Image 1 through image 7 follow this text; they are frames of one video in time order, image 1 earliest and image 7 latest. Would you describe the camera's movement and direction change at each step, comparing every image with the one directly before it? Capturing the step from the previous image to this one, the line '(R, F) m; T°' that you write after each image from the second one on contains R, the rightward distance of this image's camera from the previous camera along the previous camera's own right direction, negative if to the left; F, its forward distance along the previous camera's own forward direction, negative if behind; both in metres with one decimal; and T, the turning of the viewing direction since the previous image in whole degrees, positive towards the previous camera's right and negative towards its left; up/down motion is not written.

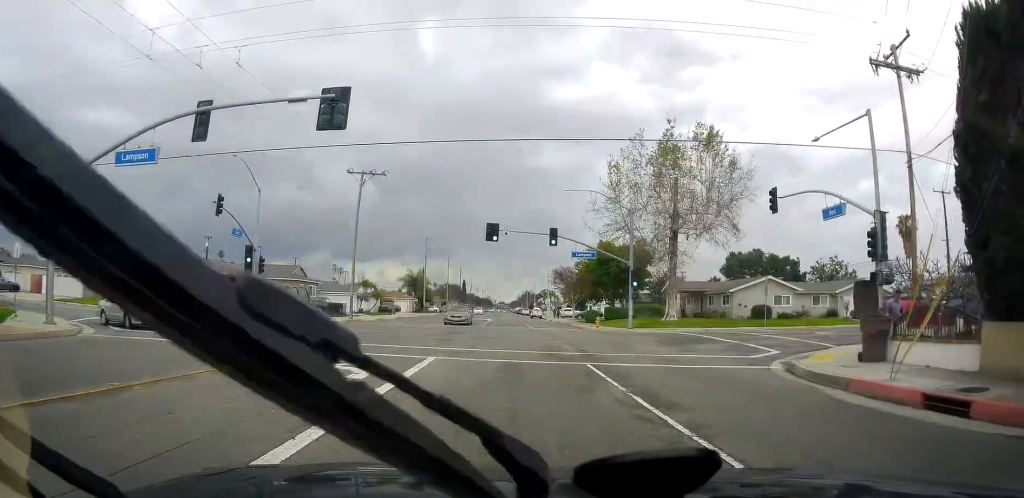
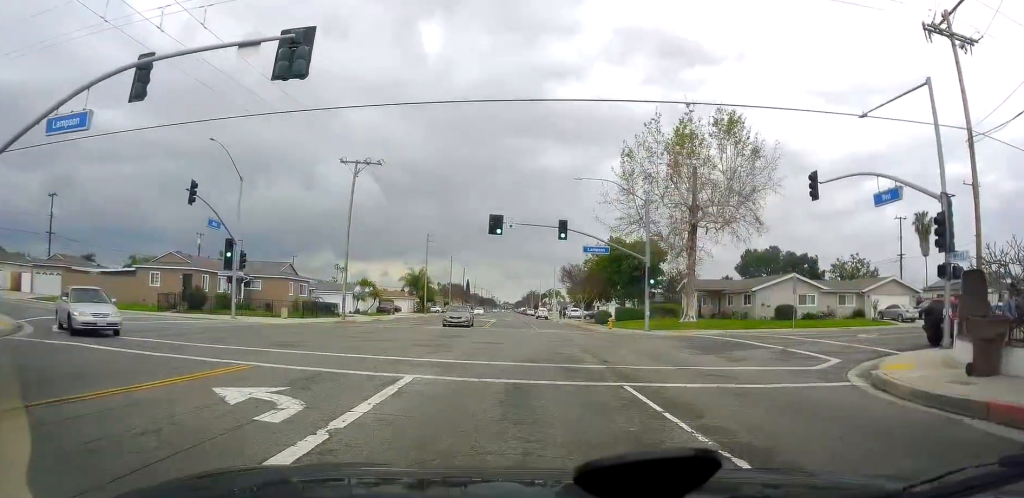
(0.0, +4.9) m; 0°
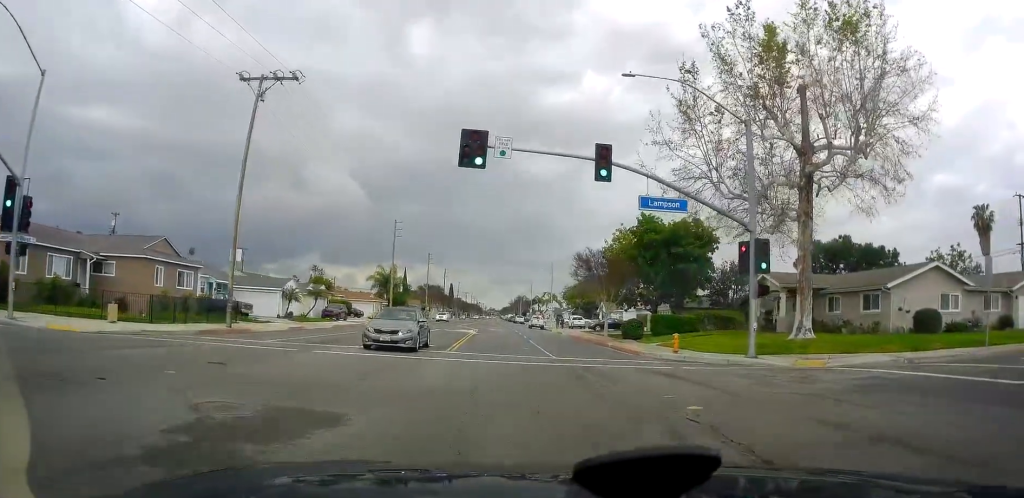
(0.0, +22.9) m; 0°
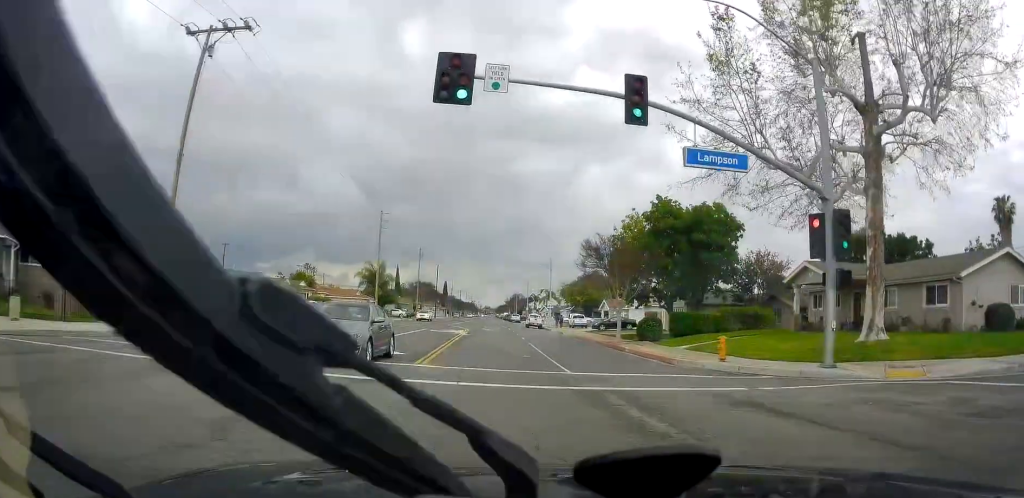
(0.0, +5.2) m; 0°
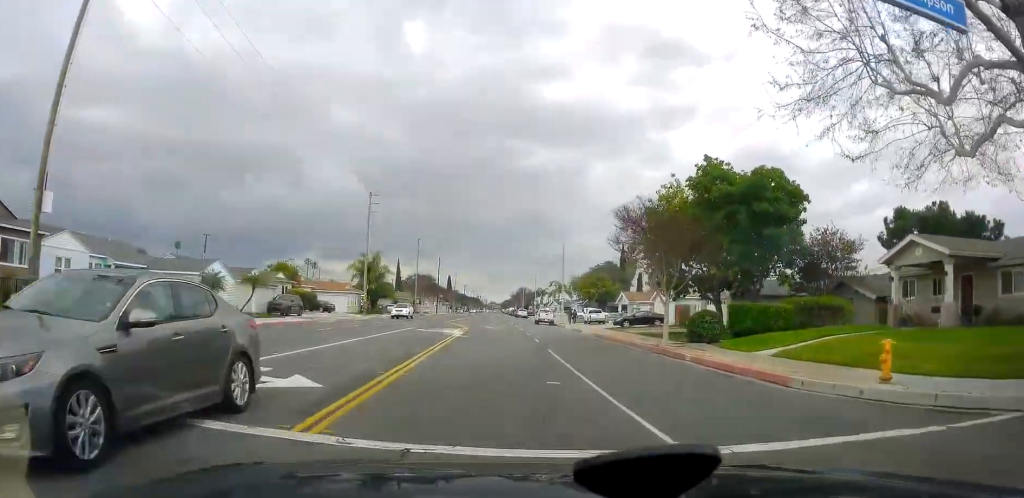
(0.0, +7.2) m; 0°
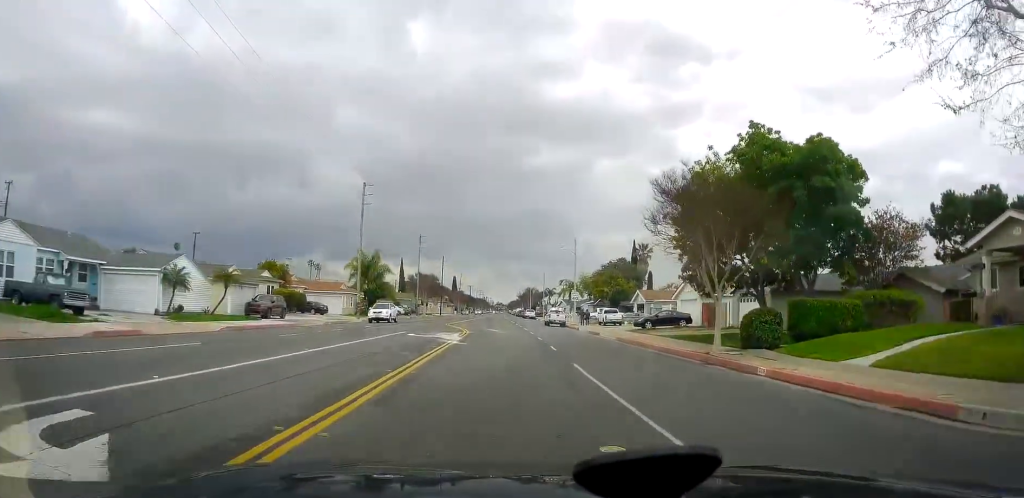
(0.0, +4.4) m; 0°
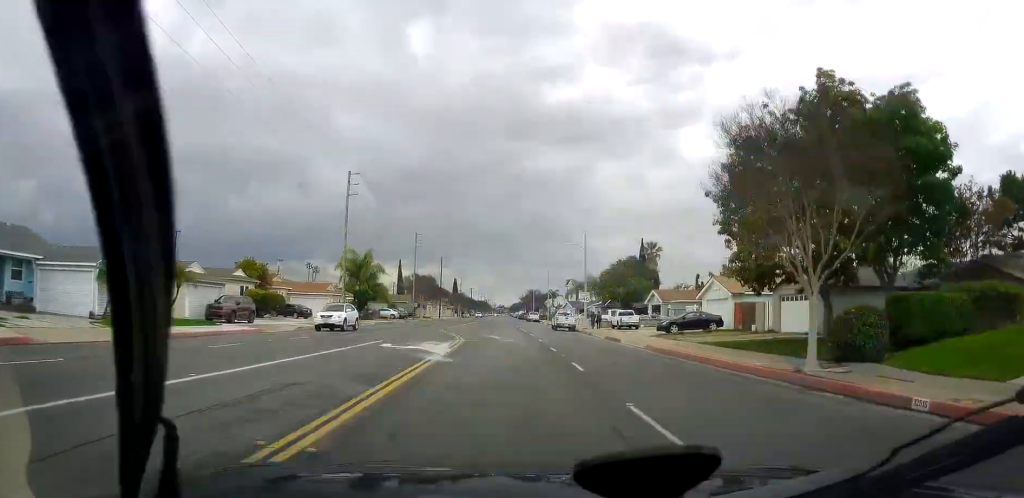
(0.0, +5.1) m; 0°
